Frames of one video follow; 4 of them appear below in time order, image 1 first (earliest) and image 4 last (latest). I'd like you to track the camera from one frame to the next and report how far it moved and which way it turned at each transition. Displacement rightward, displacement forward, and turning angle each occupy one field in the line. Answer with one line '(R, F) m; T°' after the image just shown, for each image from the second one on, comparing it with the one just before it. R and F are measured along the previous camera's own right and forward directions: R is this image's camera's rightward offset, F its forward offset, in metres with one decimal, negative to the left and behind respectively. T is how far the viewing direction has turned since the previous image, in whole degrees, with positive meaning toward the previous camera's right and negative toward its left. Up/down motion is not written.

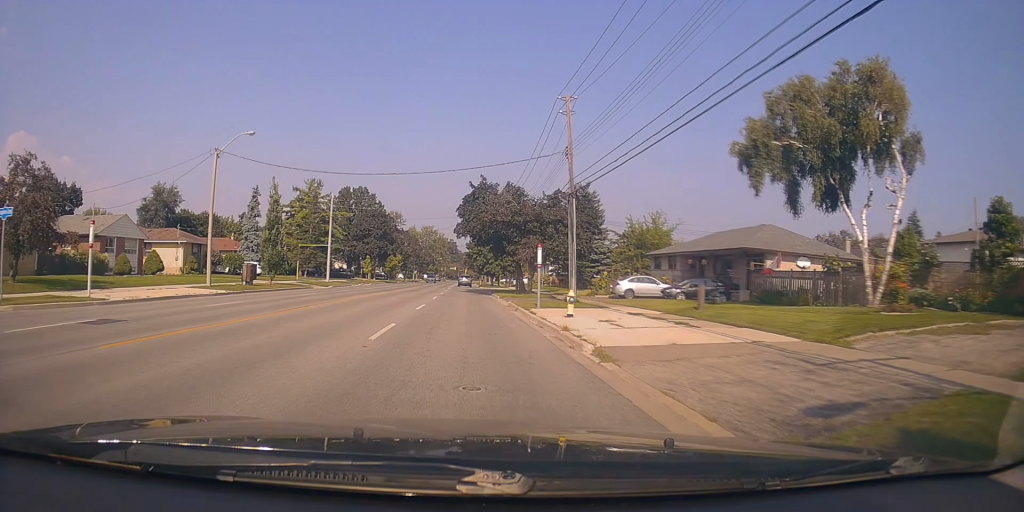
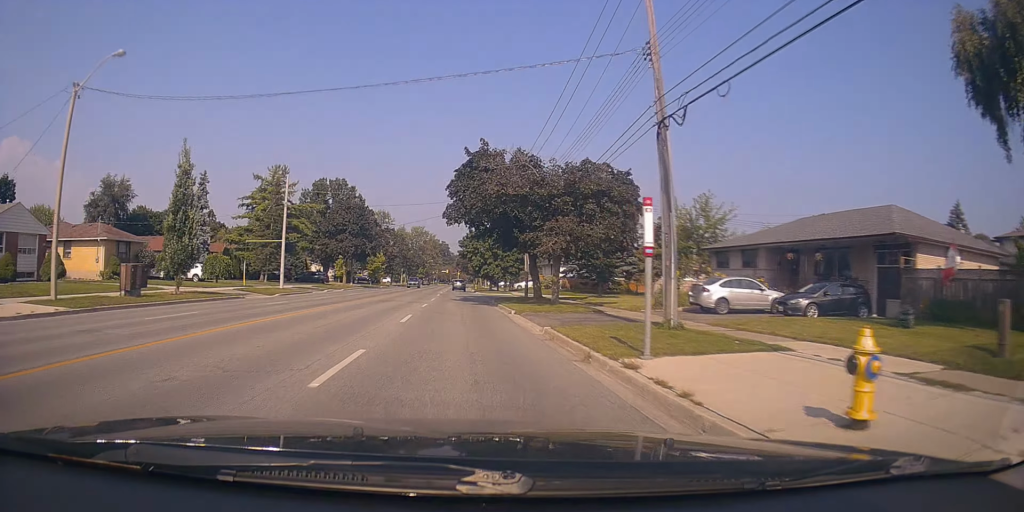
(-0.2, +13.7) m; +1°
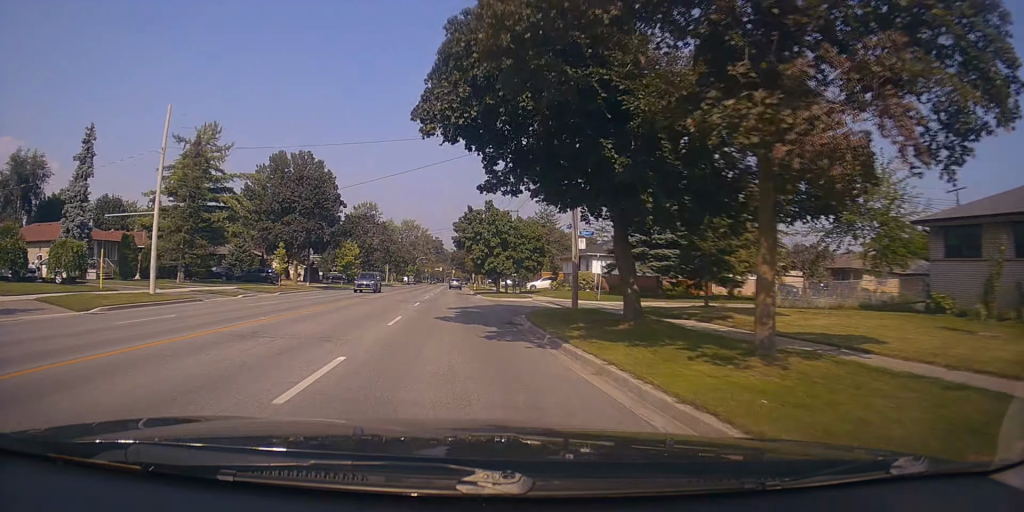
(+0.8, +20.3) m; +2°
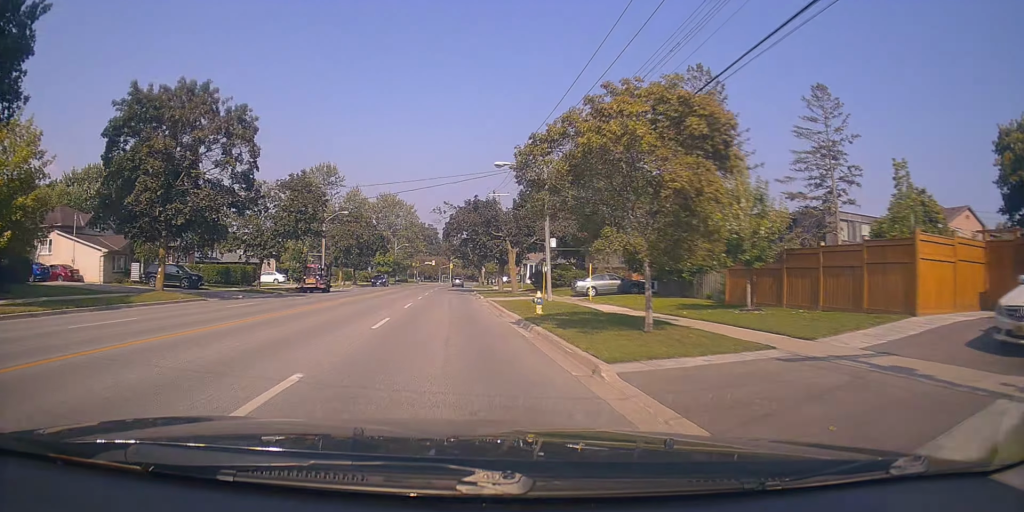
(-0.5, +59.2) m; 0°
